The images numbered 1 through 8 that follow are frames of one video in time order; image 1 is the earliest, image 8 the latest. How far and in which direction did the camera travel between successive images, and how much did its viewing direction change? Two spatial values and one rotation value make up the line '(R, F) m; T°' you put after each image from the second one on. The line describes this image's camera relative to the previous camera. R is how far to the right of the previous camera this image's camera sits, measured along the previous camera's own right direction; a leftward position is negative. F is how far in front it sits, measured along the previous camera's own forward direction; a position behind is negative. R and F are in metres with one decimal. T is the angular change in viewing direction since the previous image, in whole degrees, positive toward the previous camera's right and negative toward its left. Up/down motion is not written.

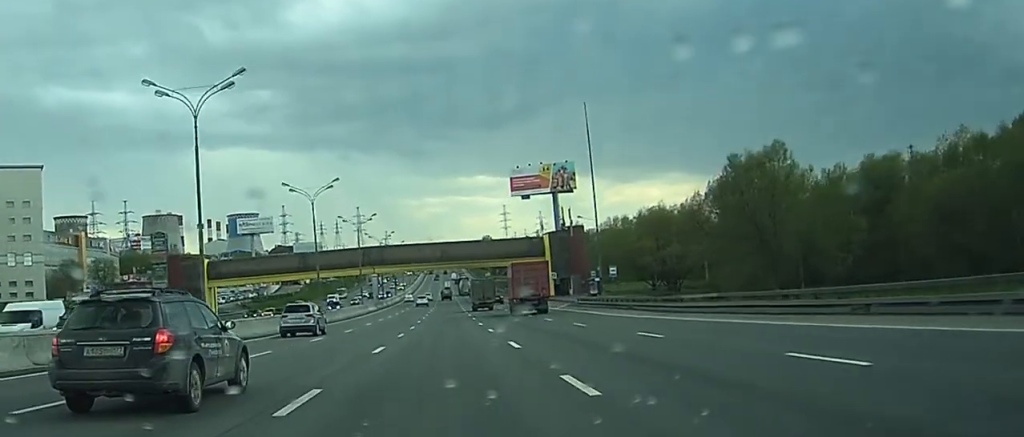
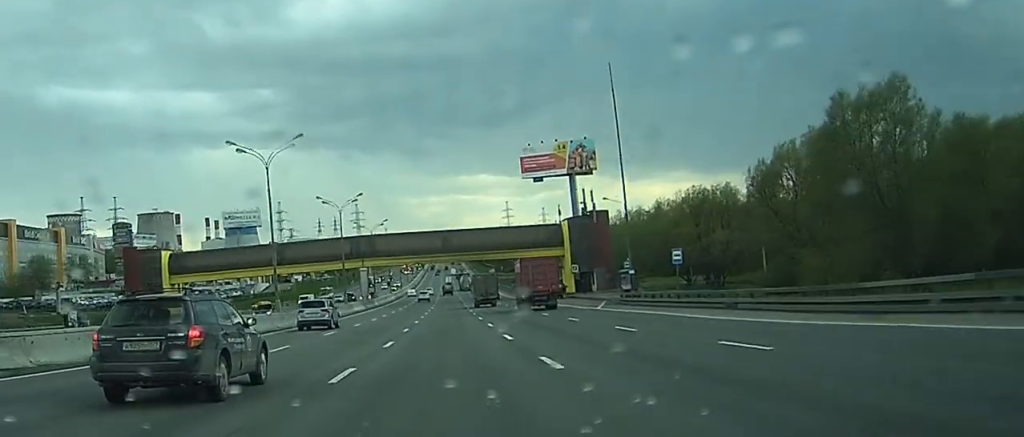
(+0.1, +20.9) m; 0°
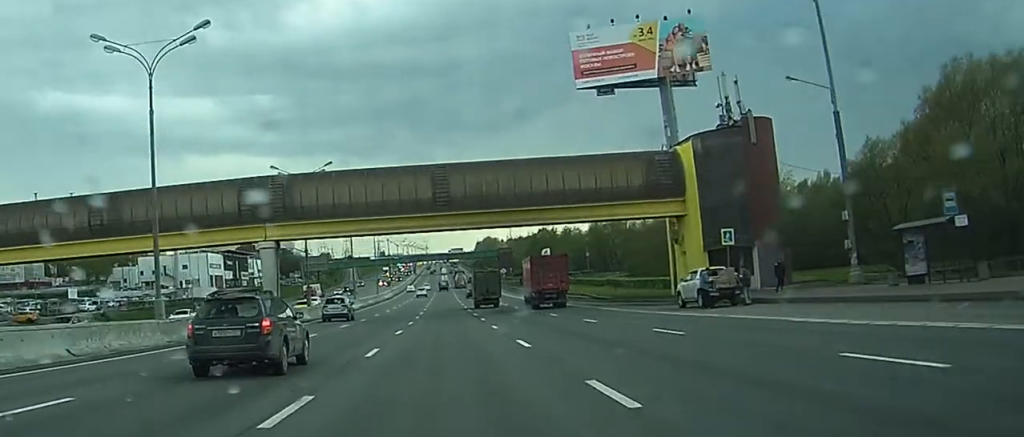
(-0.8, +63.1) m; -1°
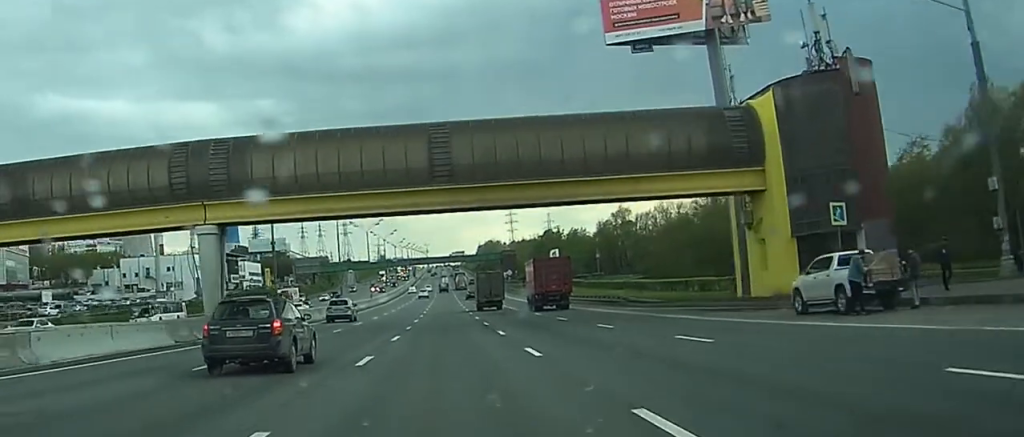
(0.0, +15.0) m; 0°
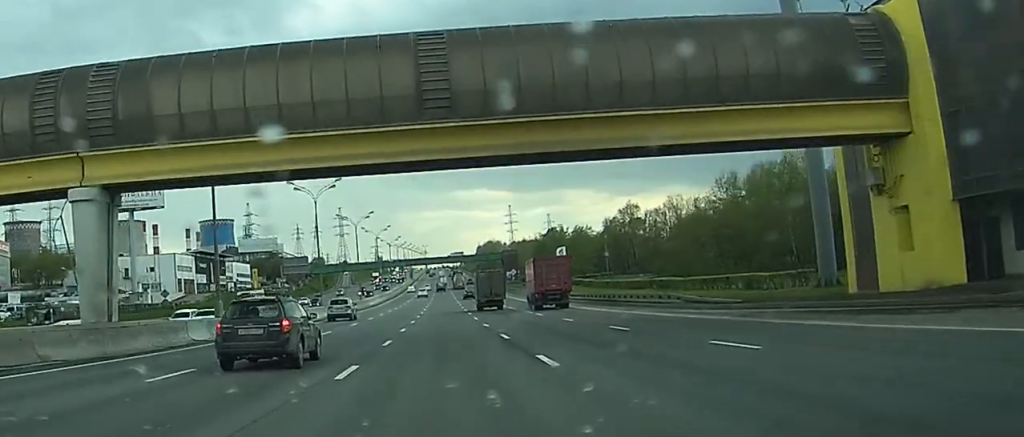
(0.0, +15.2) m; 0°
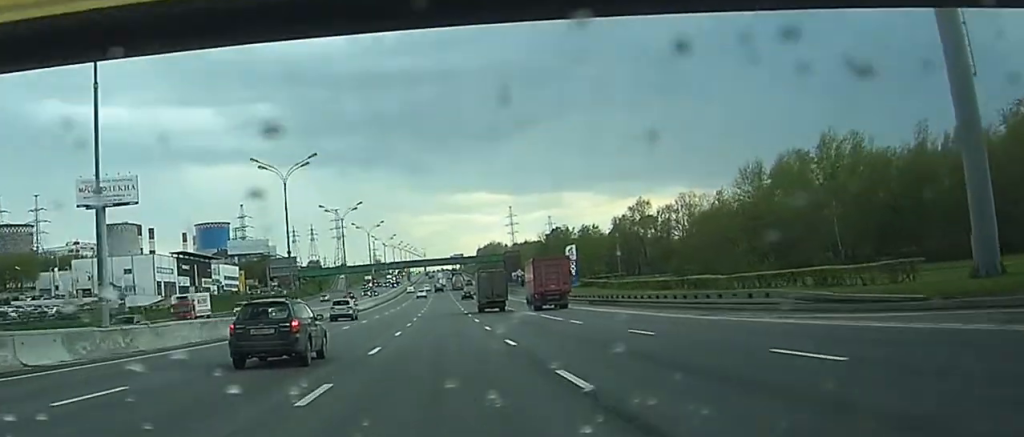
(0.0, +16.0) m; 0°
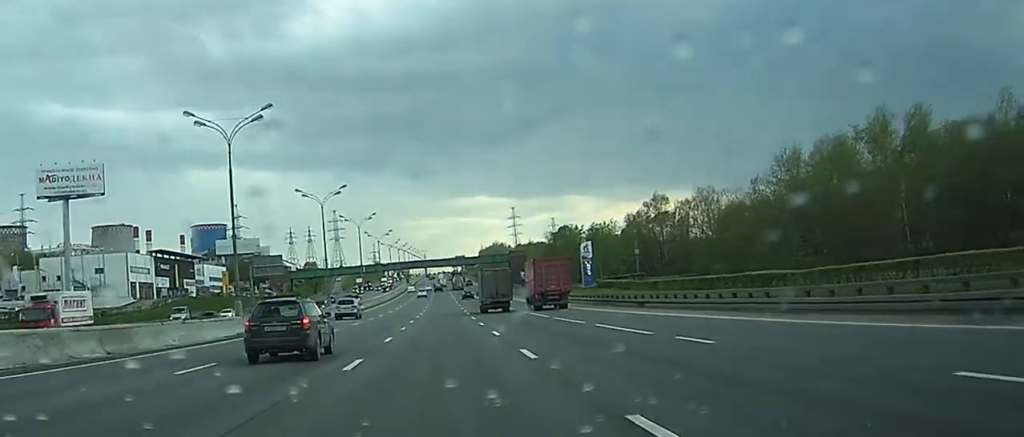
(+0.1, +18.5) m; 0°
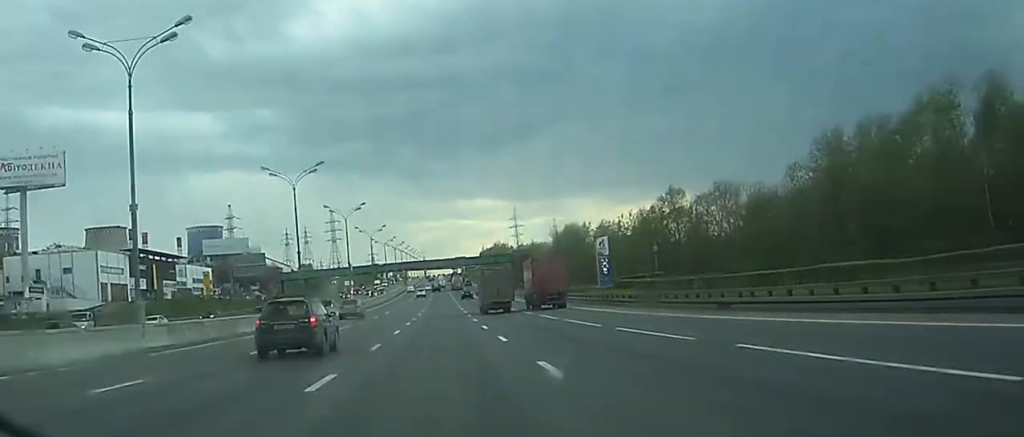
(-0.1, +17.0) m; 0°
